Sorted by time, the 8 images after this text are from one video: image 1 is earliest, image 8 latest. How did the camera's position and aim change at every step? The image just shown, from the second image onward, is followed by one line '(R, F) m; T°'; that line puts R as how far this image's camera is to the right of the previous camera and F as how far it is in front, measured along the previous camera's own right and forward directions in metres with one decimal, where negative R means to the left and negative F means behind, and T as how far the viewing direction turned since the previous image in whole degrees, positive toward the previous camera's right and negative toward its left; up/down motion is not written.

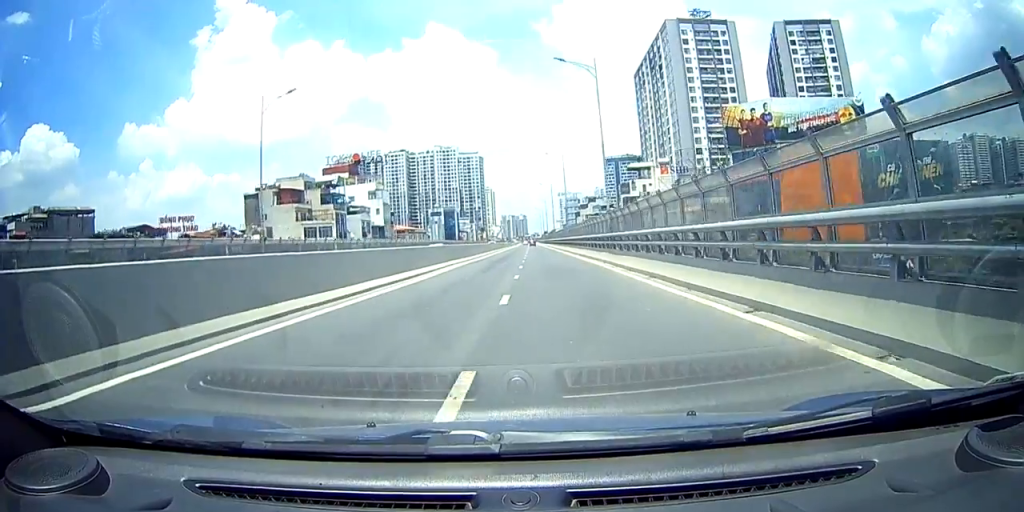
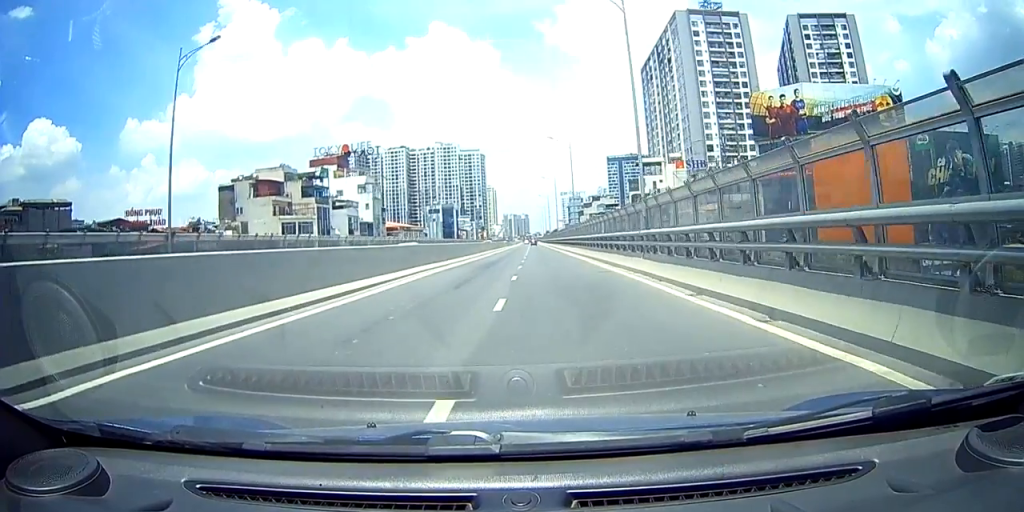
(0.0, +8.8) m; 0°
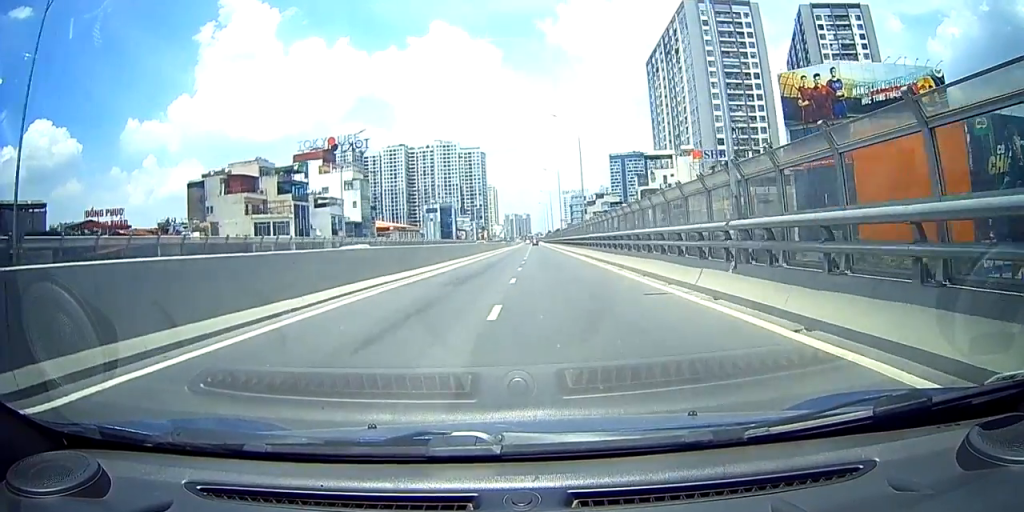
(+0.2, +8.7) m; -1°
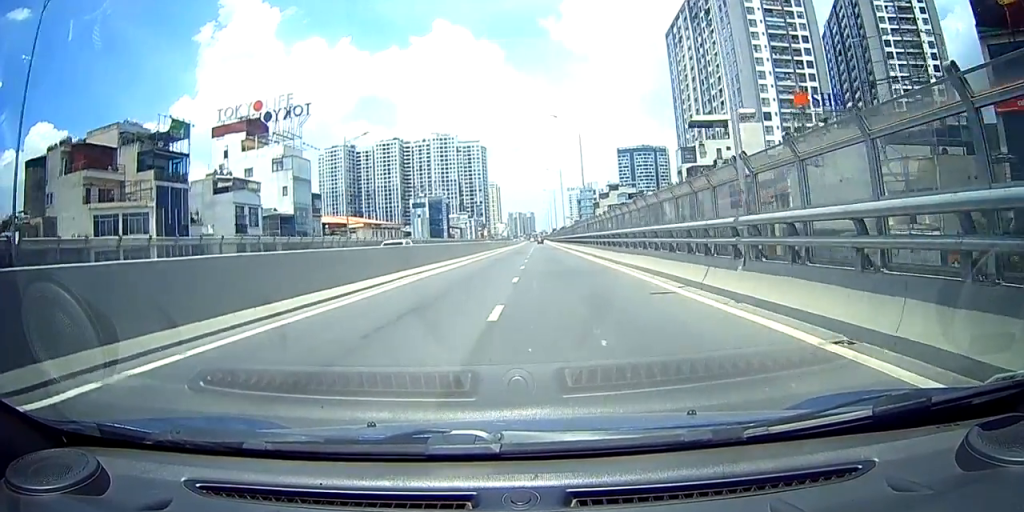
(-0.8, +30.9) m; -2°
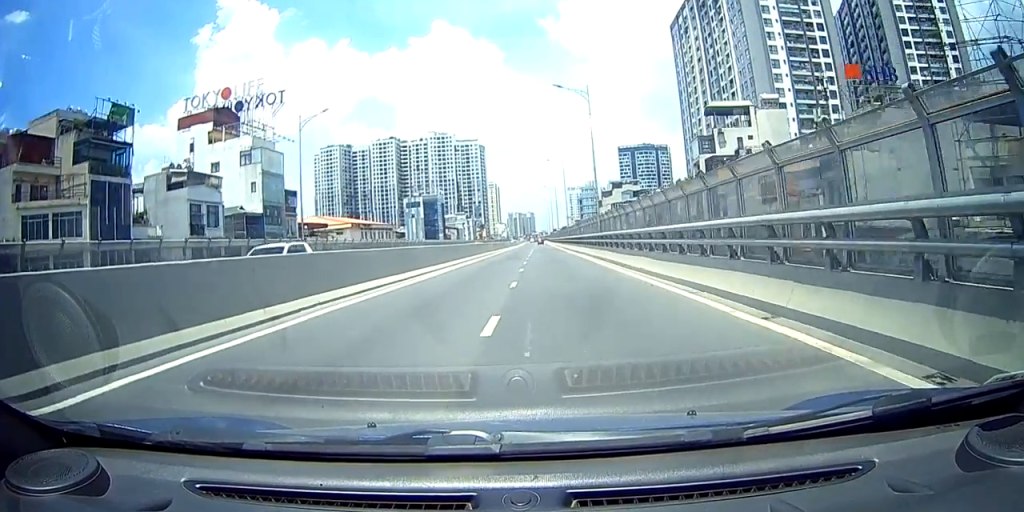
(+0.2, +8.1) m; 0°
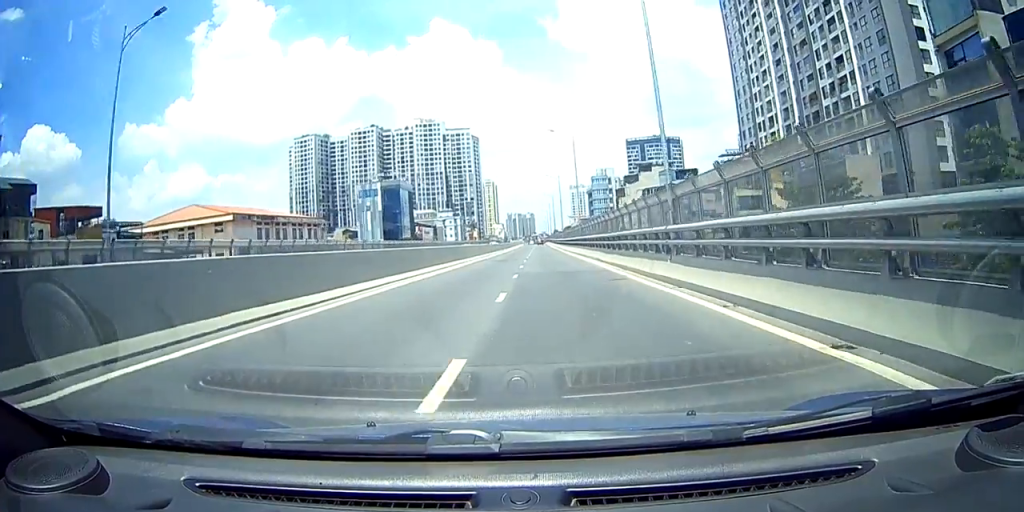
(-0.8, +50.4) m; -2°
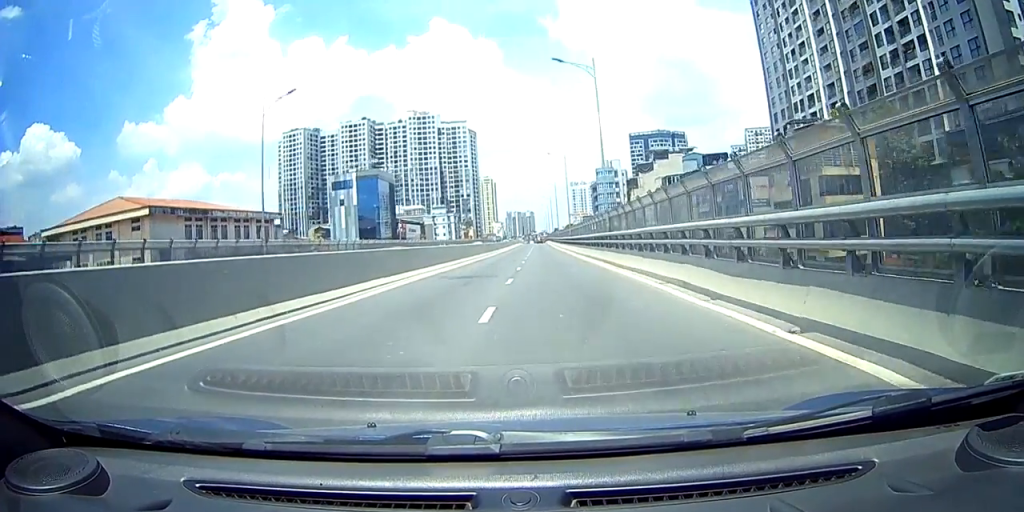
(0.0, +20.2) m; 0°
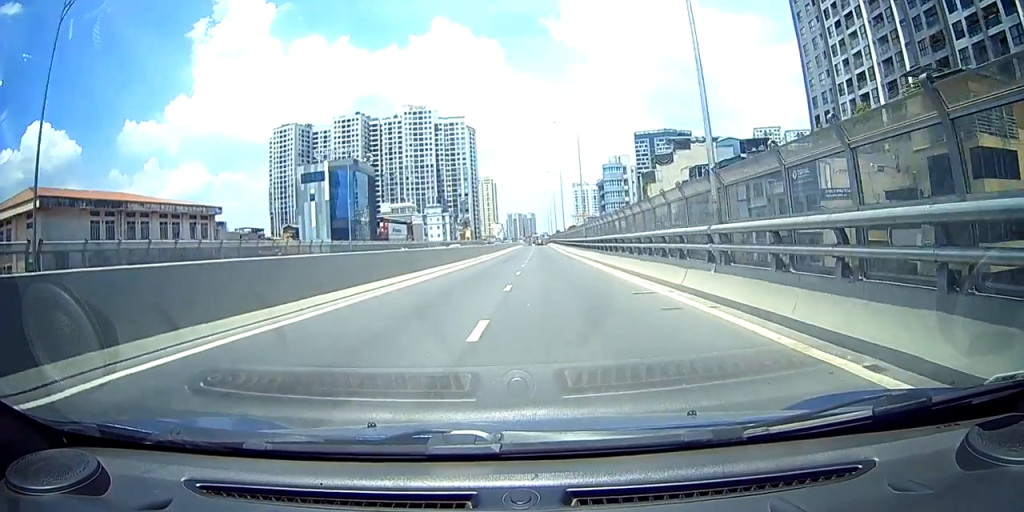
(0.0, +18.4) m; 0°
